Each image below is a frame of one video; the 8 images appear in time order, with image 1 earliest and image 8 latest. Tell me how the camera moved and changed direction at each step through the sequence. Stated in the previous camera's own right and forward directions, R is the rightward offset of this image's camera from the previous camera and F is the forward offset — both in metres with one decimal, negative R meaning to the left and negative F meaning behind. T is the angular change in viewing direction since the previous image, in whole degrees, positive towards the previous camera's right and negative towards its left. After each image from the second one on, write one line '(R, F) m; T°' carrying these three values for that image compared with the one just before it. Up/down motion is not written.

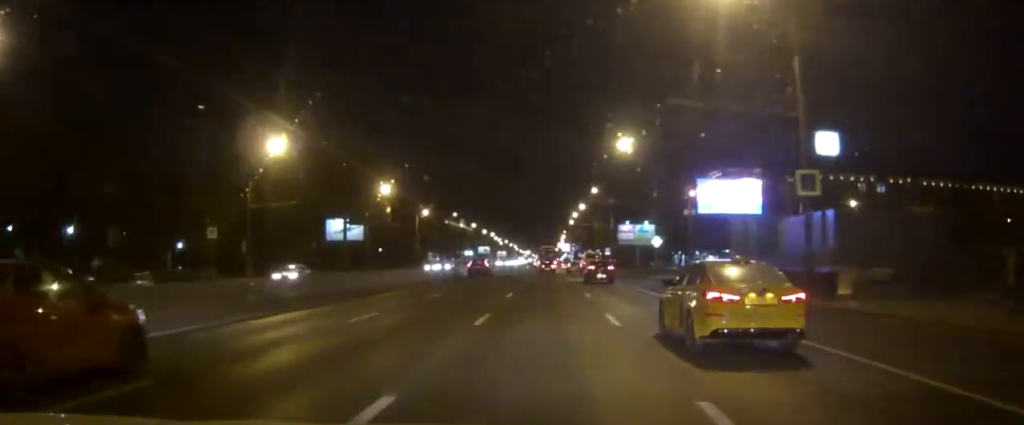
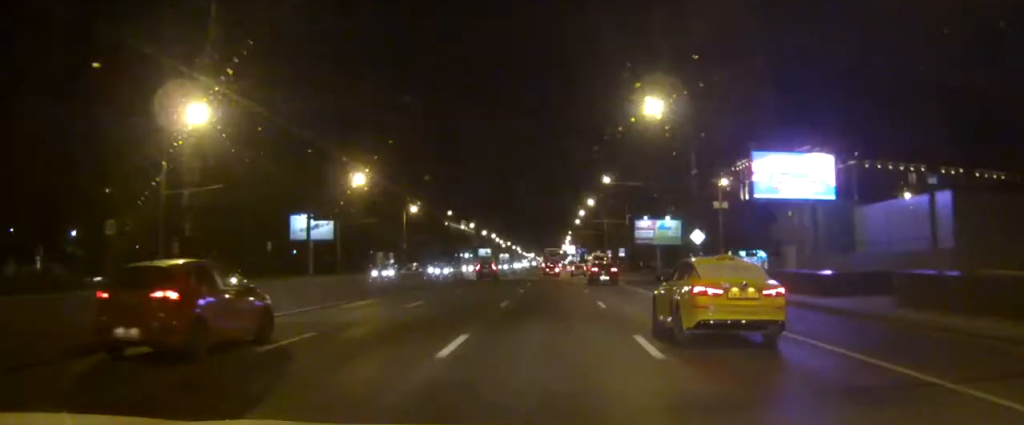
(0.0, +18.2) m; 0°
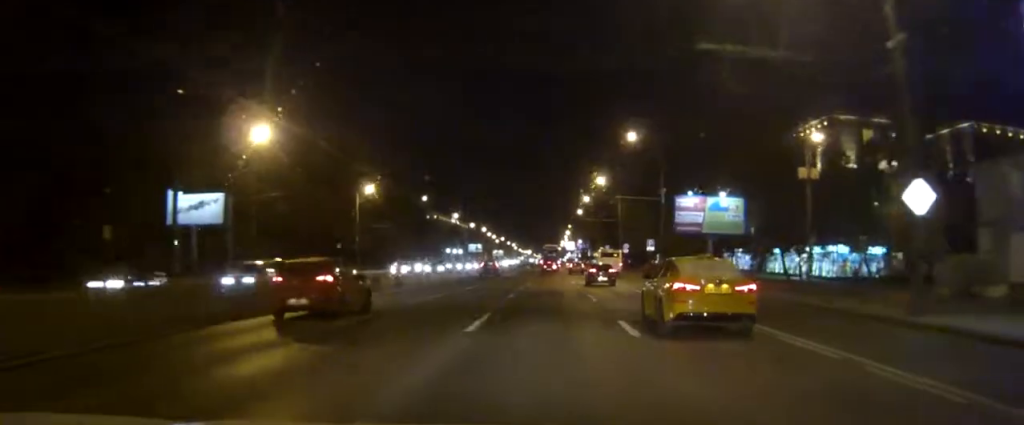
(+0.1, +32.8) m; 0°
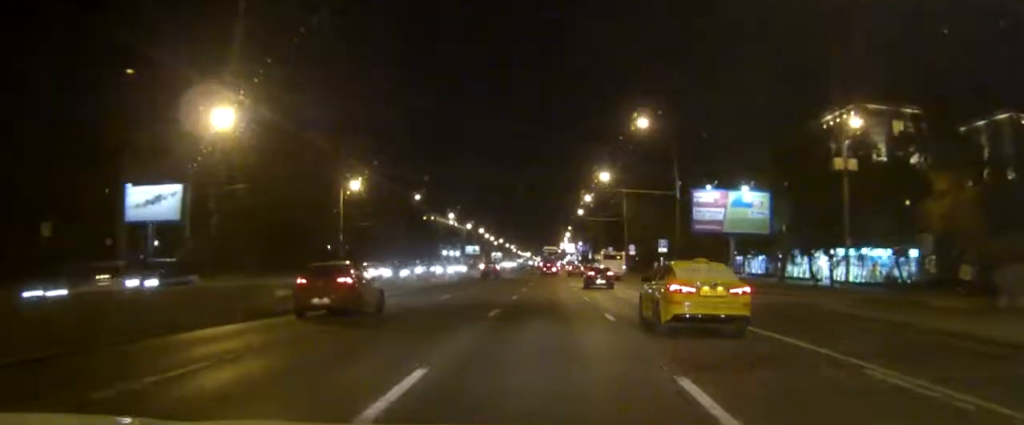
(0.0, +8.0) m; 0°
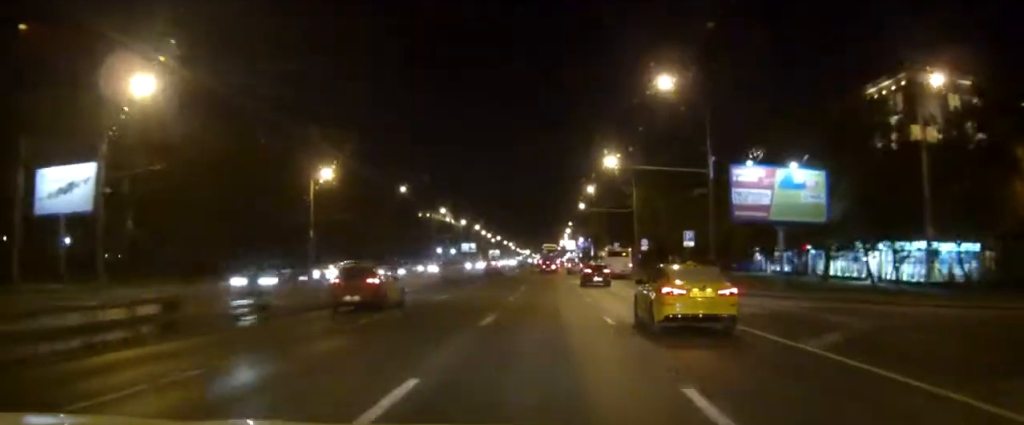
(0.0, +12.5) m; 0°
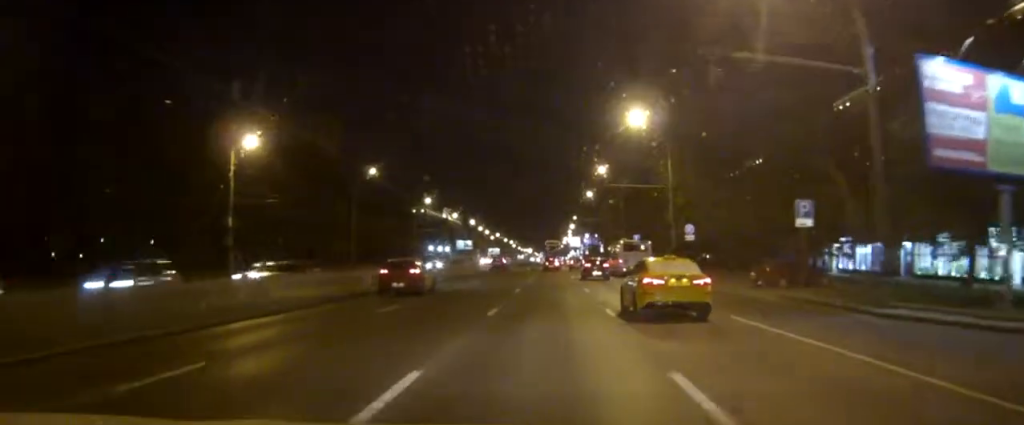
(0.0, +23.7) m; 0°
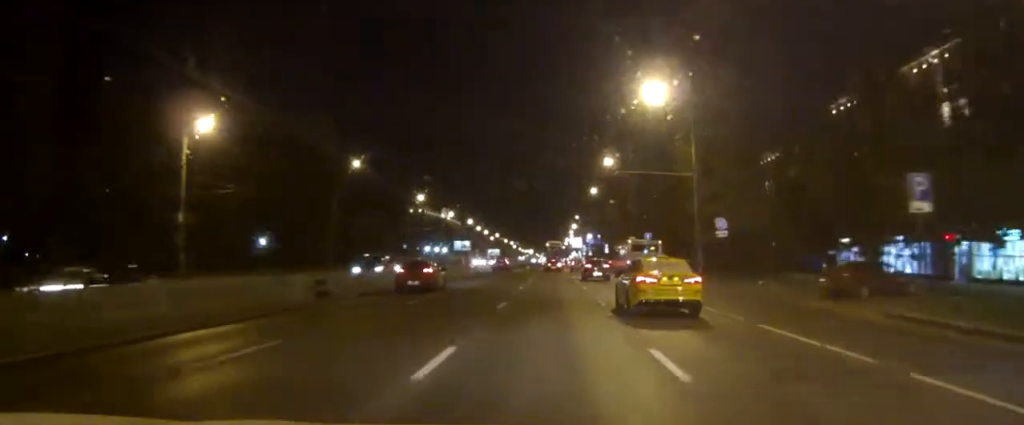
(0.0, +9.6) m; 0°
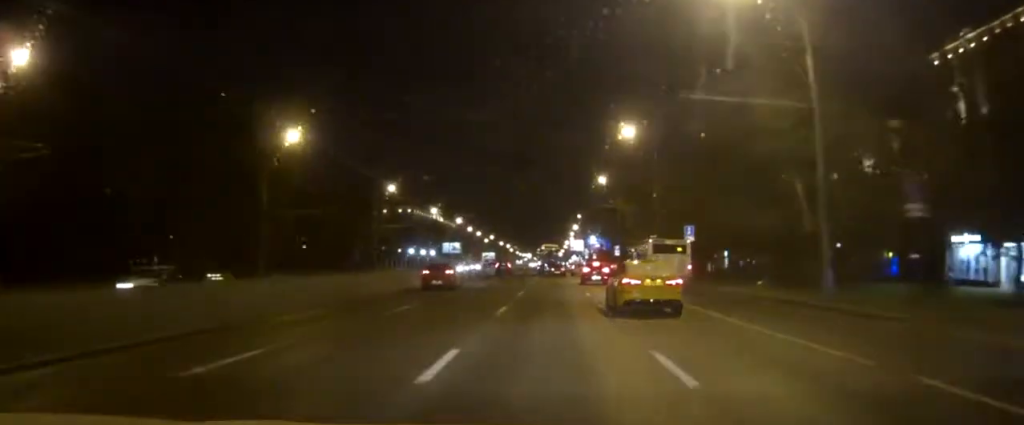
(-0.1, +24.1) m; 0°
